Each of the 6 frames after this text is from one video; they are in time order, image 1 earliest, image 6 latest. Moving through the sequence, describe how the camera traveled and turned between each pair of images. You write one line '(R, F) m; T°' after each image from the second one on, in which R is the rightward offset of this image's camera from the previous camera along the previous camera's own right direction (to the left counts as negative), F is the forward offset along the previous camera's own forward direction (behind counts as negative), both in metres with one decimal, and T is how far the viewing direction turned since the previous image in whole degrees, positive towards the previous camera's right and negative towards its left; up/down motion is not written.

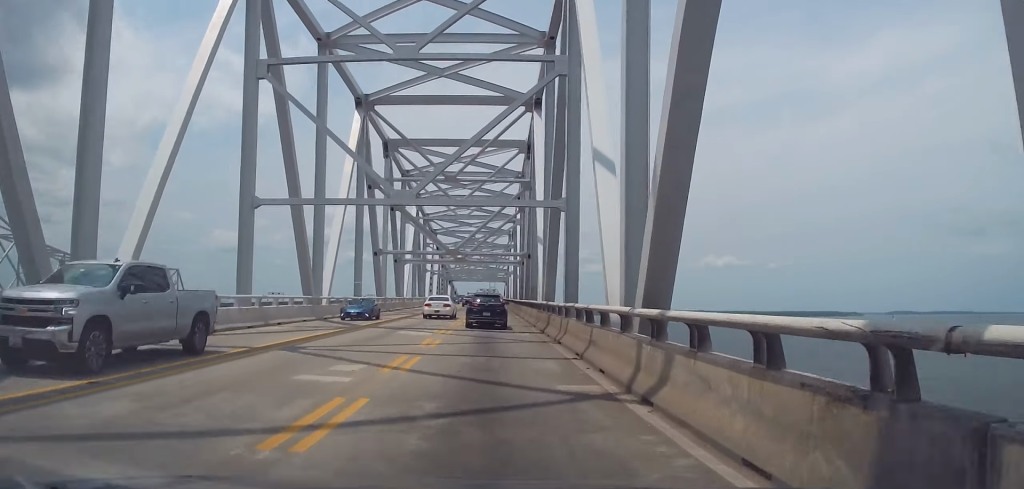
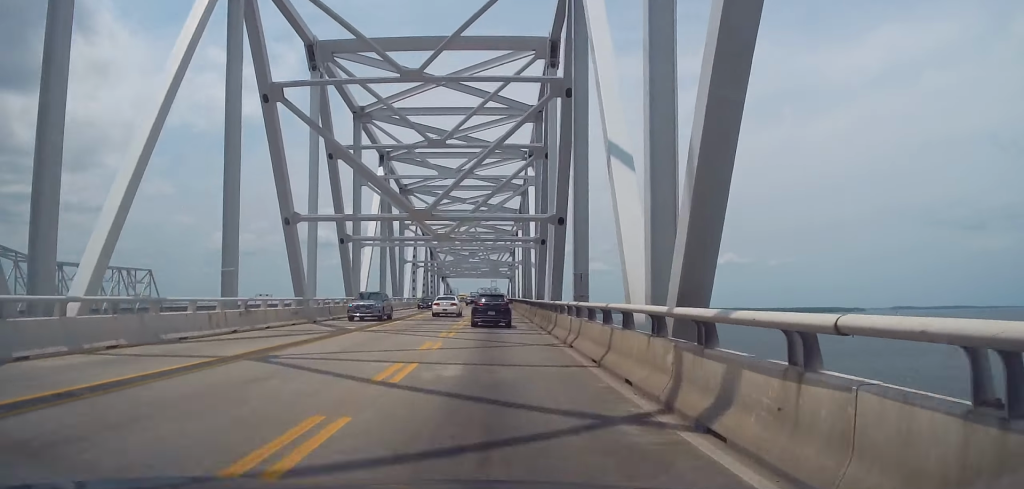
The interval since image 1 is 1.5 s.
(-0.3, +25.3) m; -2°
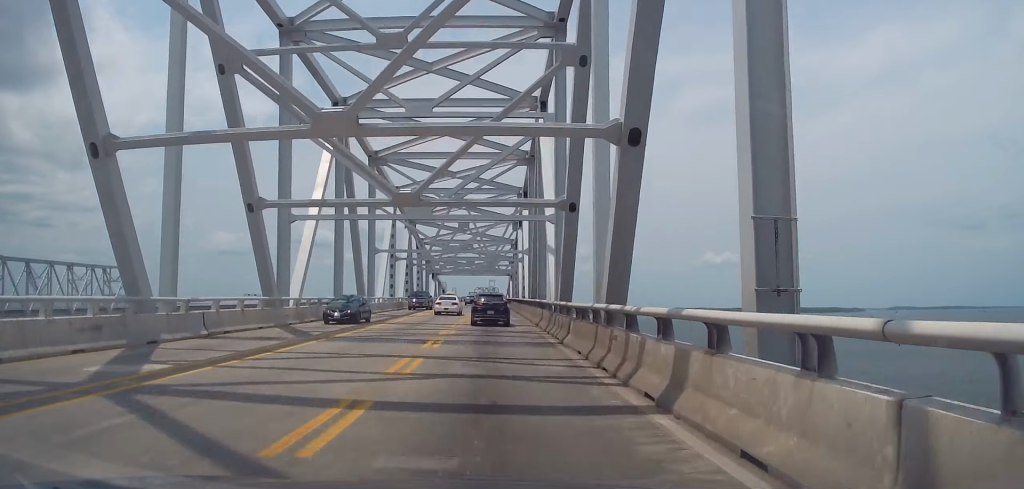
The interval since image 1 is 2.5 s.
(-0.1, +16.8) m; +1°
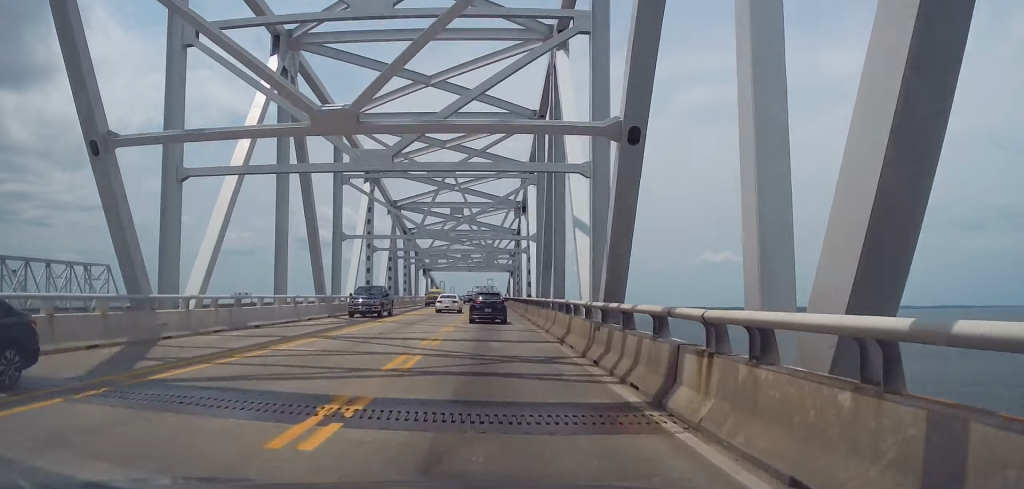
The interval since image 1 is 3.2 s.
(+0.3, +11.8) m; +2°
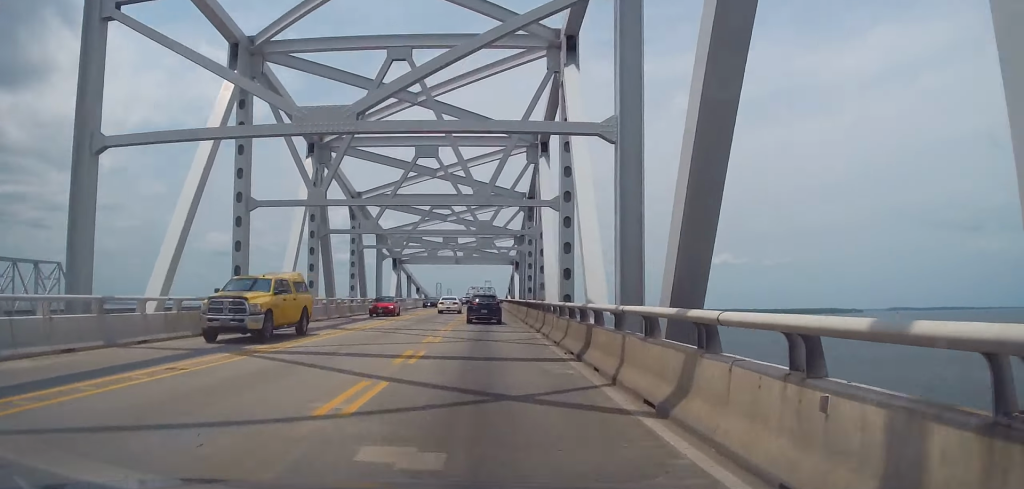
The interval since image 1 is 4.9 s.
(0.0, +27.9) m; -1°
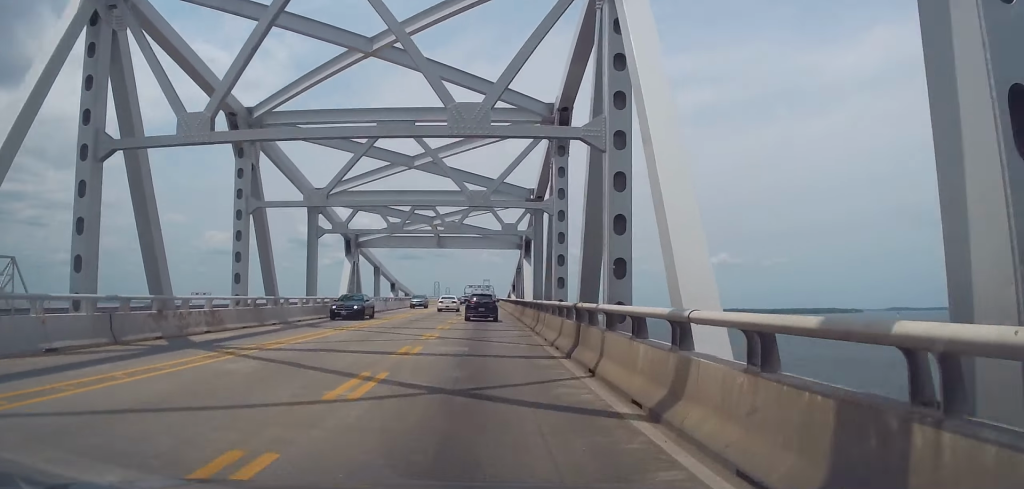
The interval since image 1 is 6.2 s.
(0.0, +22.3) m; +1°
